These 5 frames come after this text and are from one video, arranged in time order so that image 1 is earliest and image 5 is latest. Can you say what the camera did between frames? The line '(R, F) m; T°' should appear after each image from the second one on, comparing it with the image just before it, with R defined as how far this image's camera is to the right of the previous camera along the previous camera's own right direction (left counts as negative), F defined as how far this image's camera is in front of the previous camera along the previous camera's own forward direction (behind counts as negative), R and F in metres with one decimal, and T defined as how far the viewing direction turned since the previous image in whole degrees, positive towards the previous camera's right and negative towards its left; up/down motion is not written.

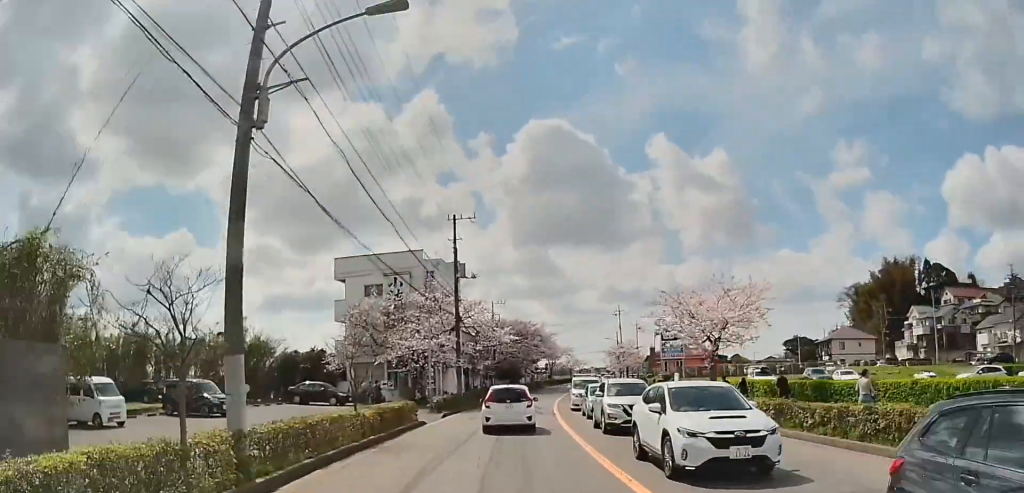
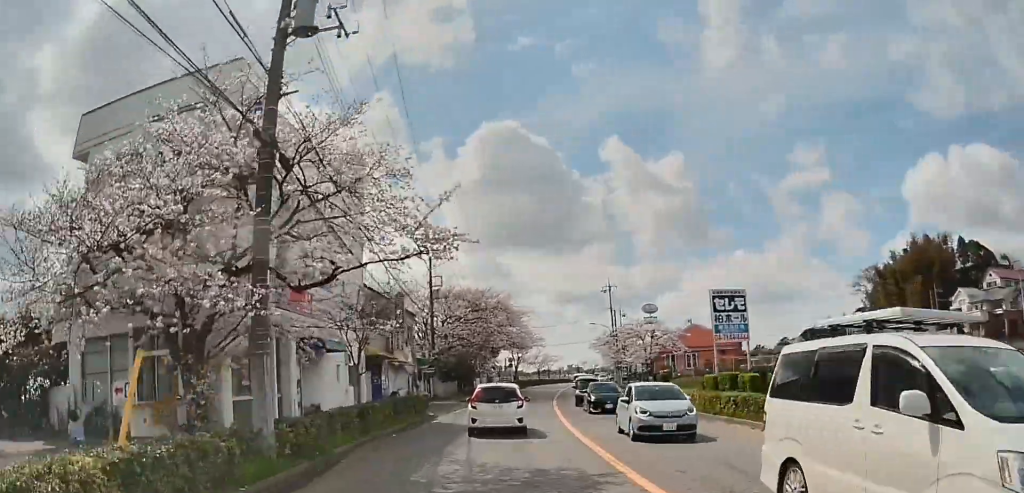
(-0.5, +22.7) m; -2°
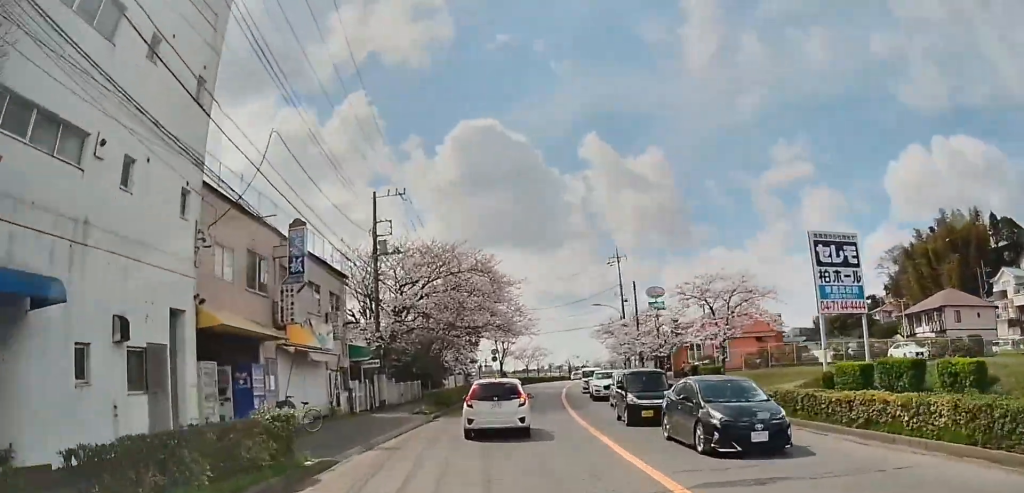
(-0.2, +12.1) m; -1°
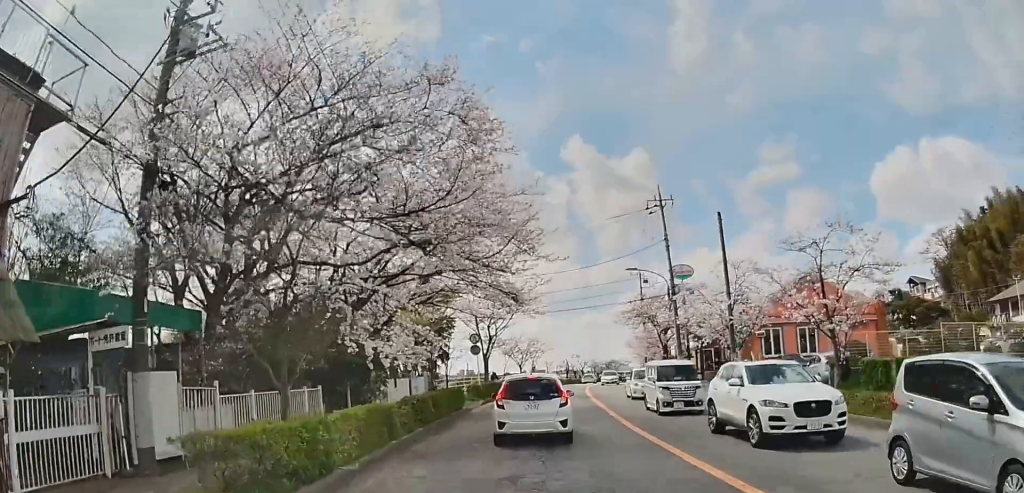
(-0.2, +16.6) m; -2°
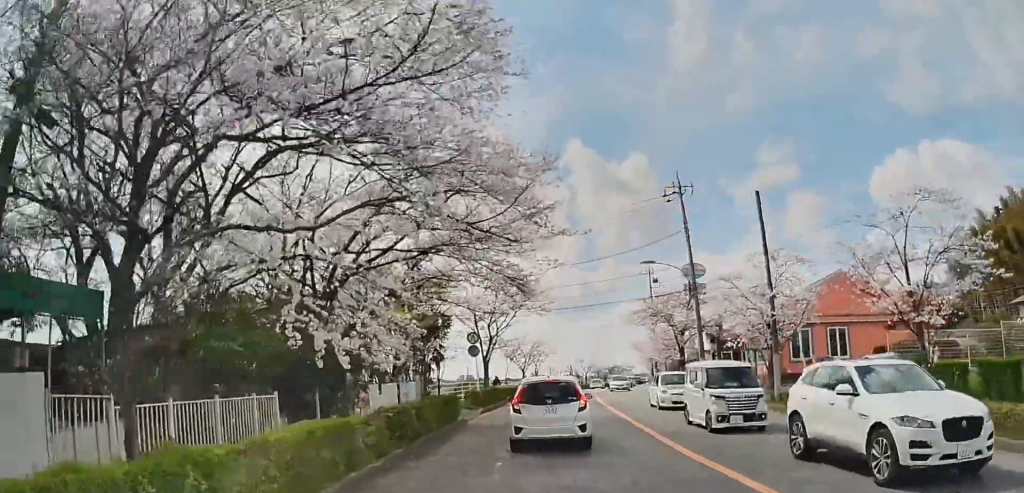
(0.0, +3.8) m; -1°
